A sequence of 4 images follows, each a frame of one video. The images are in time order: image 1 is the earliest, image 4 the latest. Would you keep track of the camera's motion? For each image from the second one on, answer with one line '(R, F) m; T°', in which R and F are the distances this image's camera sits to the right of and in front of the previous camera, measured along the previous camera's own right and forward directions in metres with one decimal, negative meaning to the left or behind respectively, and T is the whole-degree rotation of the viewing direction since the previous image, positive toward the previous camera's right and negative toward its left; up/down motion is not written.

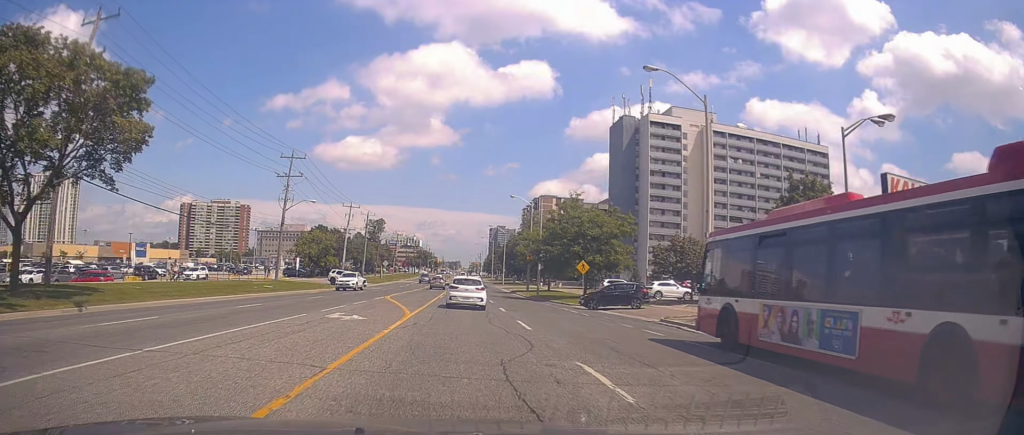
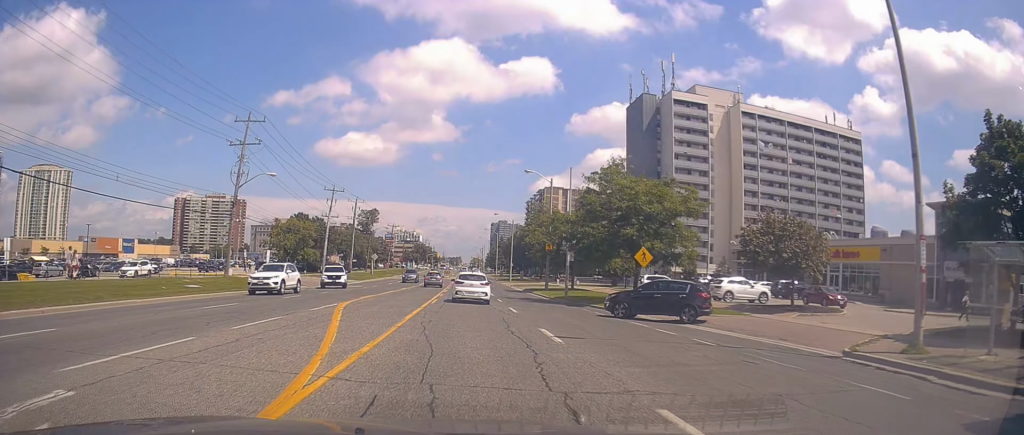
(-0.7, +12.9) m; -3°
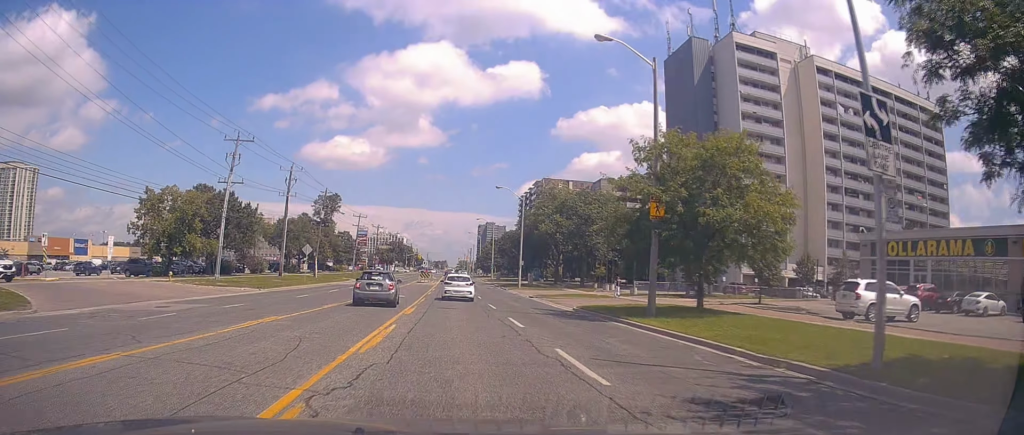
(+1.4, +31.6) m; +2°
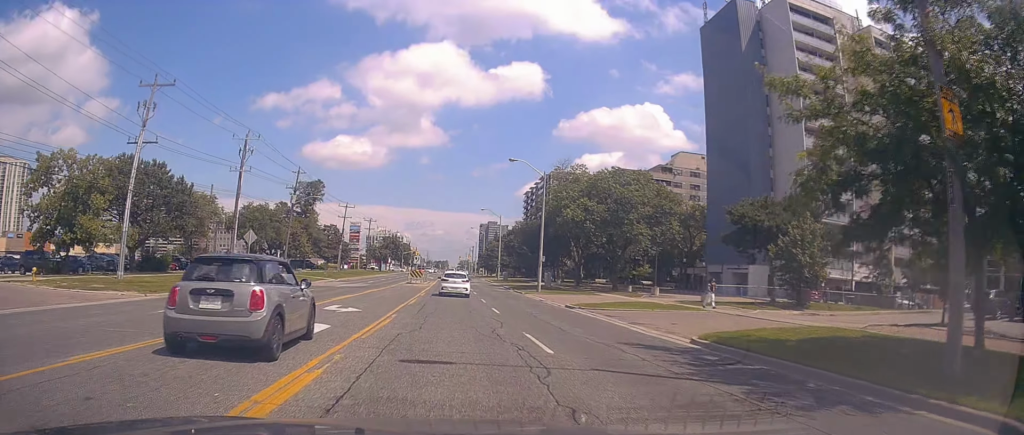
(-0.4, +14.4) m; -1°
